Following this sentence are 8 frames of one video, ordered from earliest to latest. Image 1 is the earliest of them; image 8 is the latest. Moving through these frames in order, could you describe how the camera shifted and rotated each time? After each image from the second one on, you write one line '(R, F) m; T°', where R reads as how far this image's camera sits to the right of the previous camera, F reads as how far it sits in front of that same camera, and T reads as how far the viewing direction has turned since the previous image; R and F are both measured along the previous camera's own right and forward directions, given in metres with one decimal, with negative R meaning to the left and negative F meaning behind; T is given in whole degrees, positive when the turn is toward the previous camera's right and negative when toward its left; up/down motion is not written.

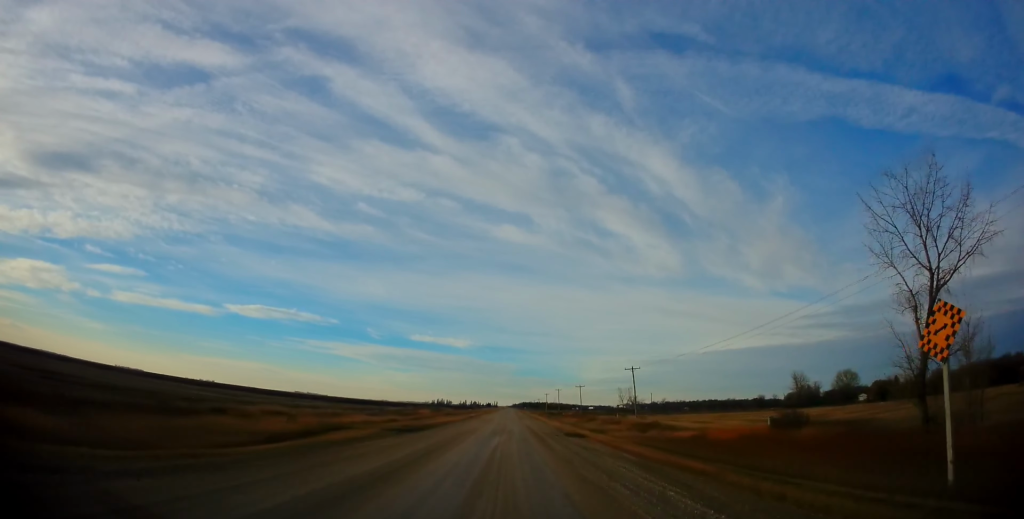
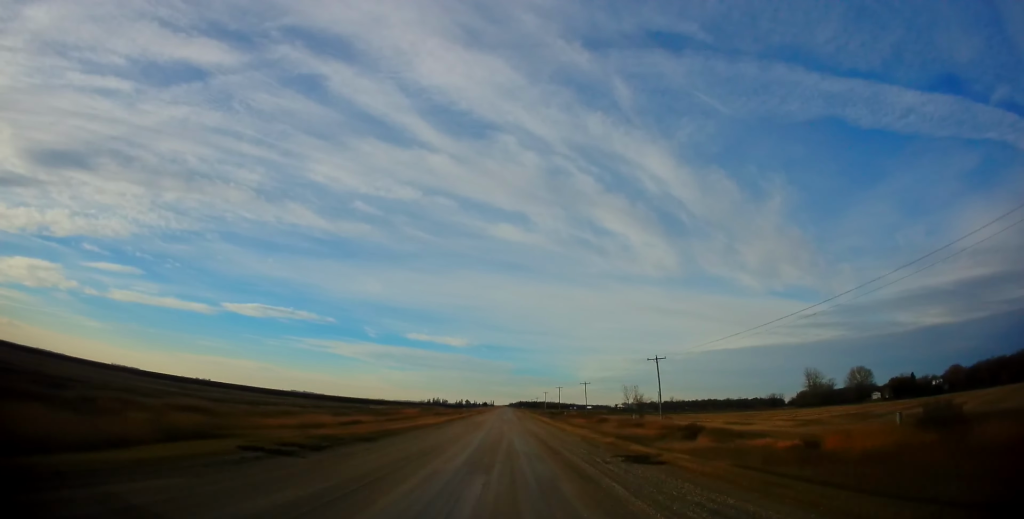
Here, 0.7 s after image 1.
(+0.3, +15.7) m; 0°
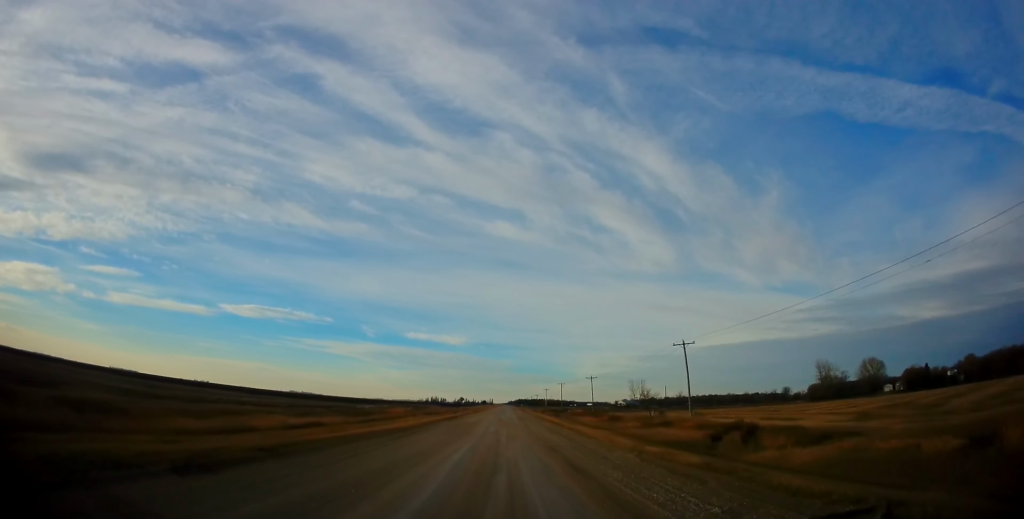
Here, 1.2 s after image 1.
(-0.1, +11.6) m; 0°
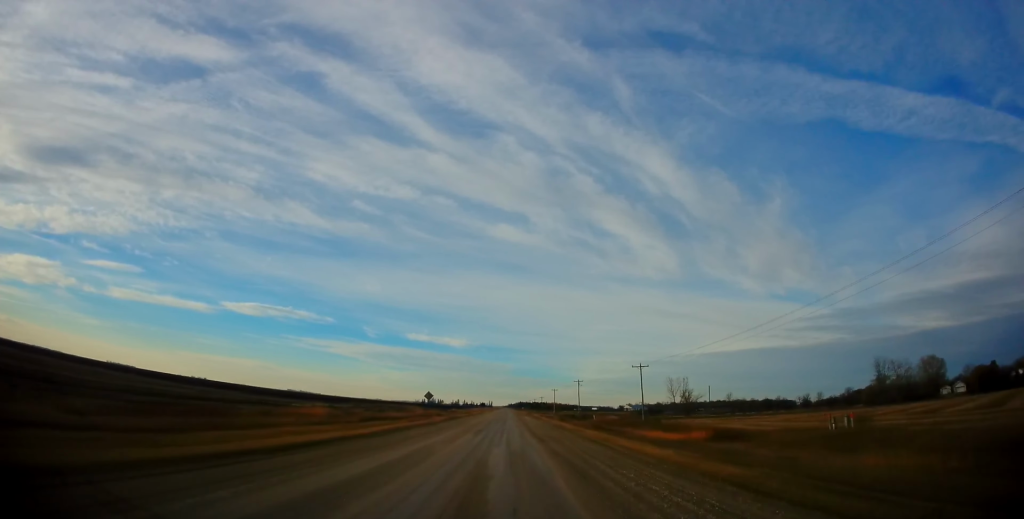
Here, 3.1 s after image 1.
(-0.2, +43.1) m; 0°
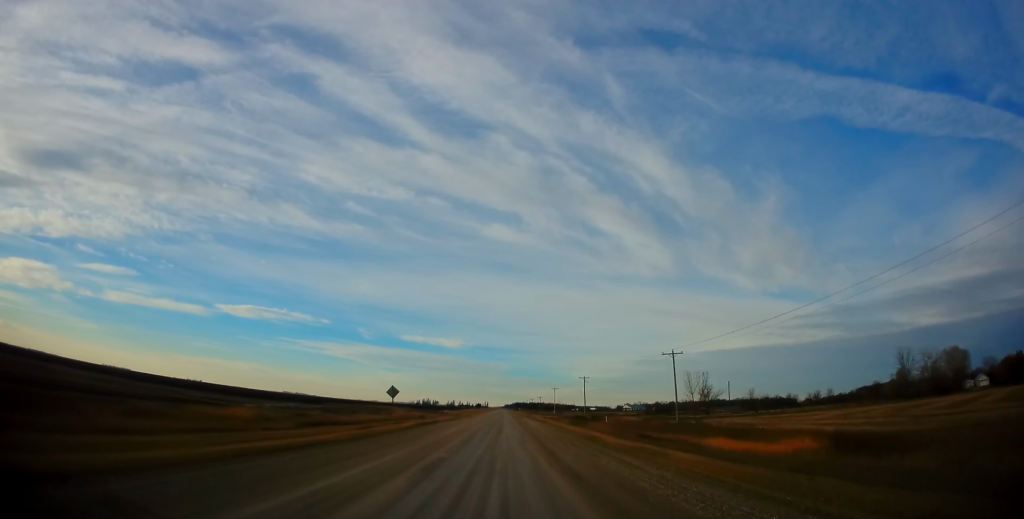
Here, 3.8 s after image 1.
(0.0, +15.8) m; 0°
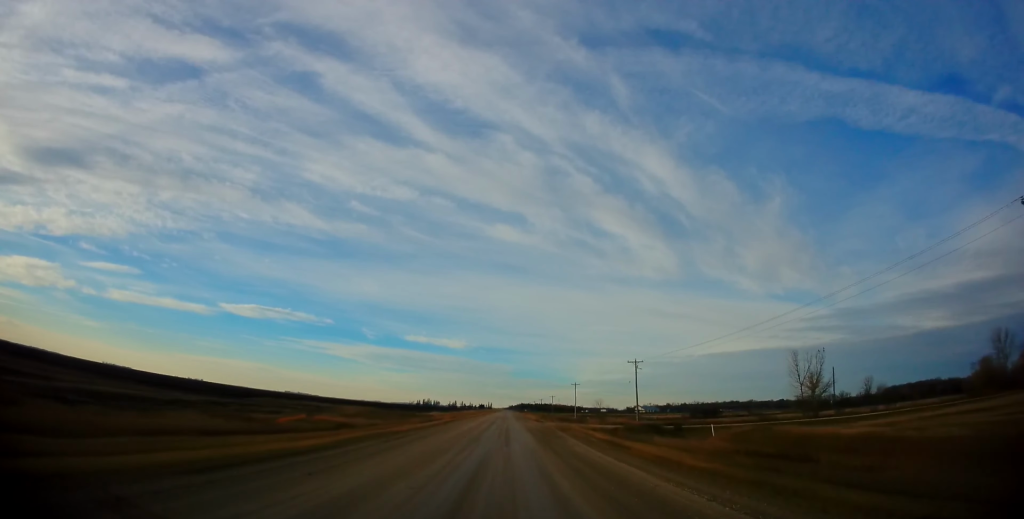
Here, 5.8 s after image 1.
(+0.1, +42.5) m; 0°
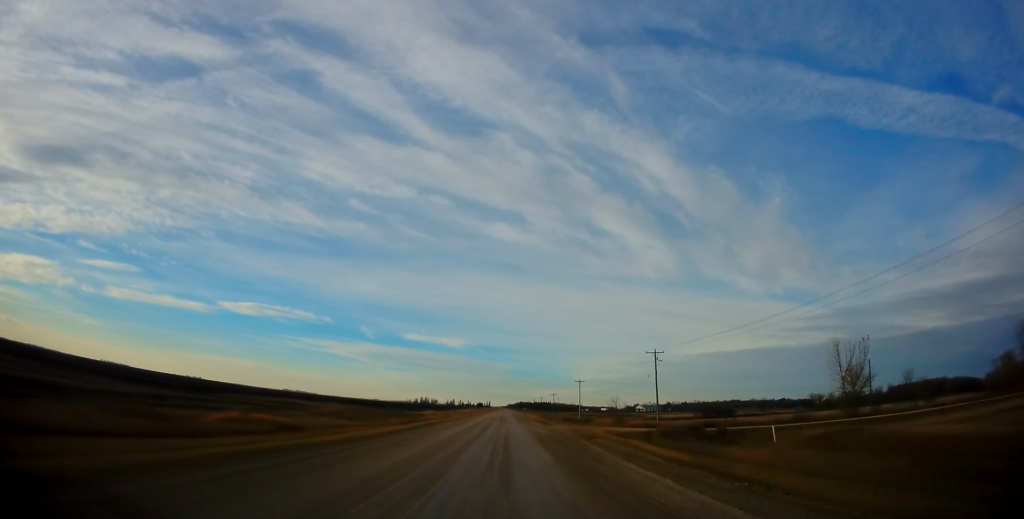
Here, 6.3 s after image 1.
(0.0, +11.6) m; 0°
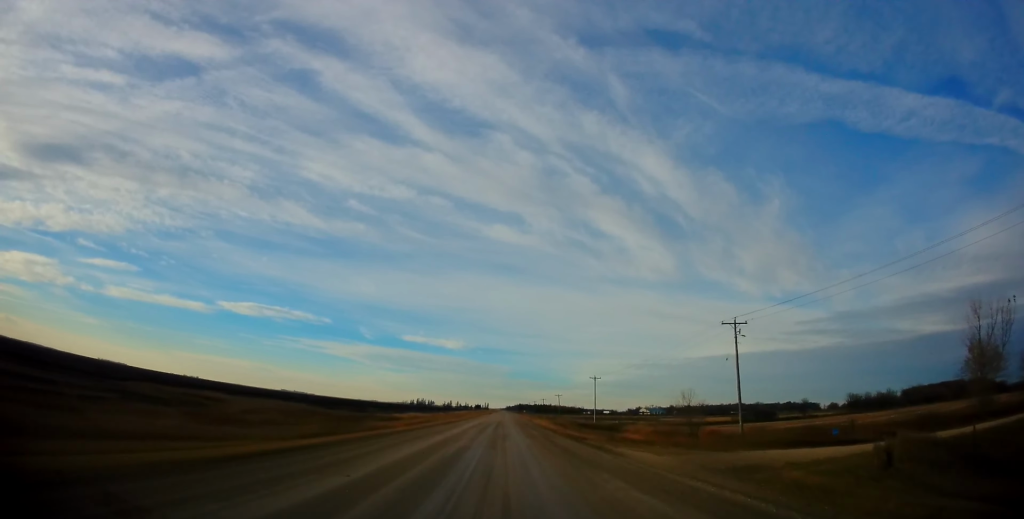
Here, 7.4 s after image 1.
(+0.1, +27.8) m; 0°
